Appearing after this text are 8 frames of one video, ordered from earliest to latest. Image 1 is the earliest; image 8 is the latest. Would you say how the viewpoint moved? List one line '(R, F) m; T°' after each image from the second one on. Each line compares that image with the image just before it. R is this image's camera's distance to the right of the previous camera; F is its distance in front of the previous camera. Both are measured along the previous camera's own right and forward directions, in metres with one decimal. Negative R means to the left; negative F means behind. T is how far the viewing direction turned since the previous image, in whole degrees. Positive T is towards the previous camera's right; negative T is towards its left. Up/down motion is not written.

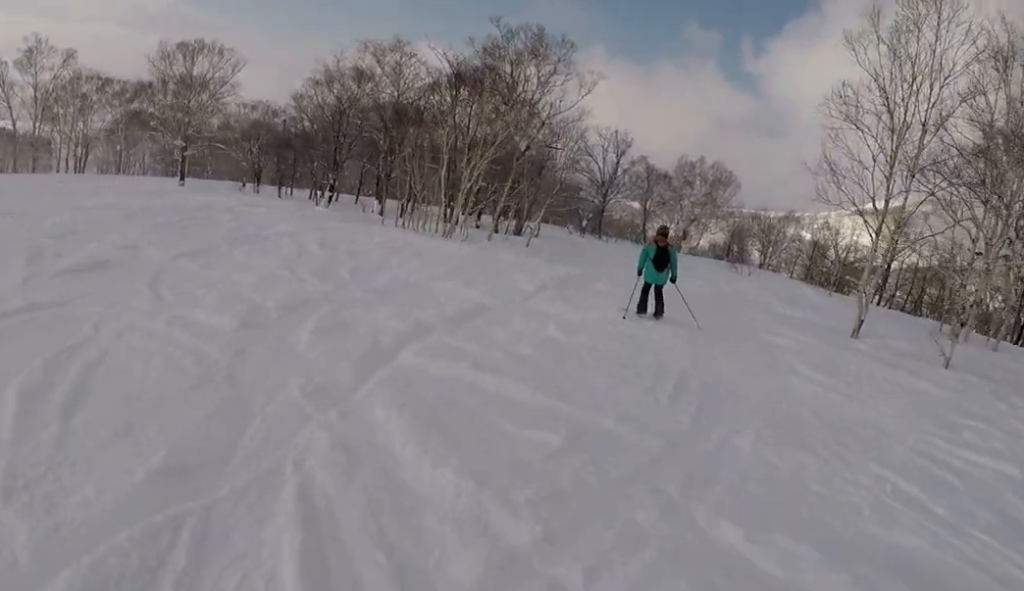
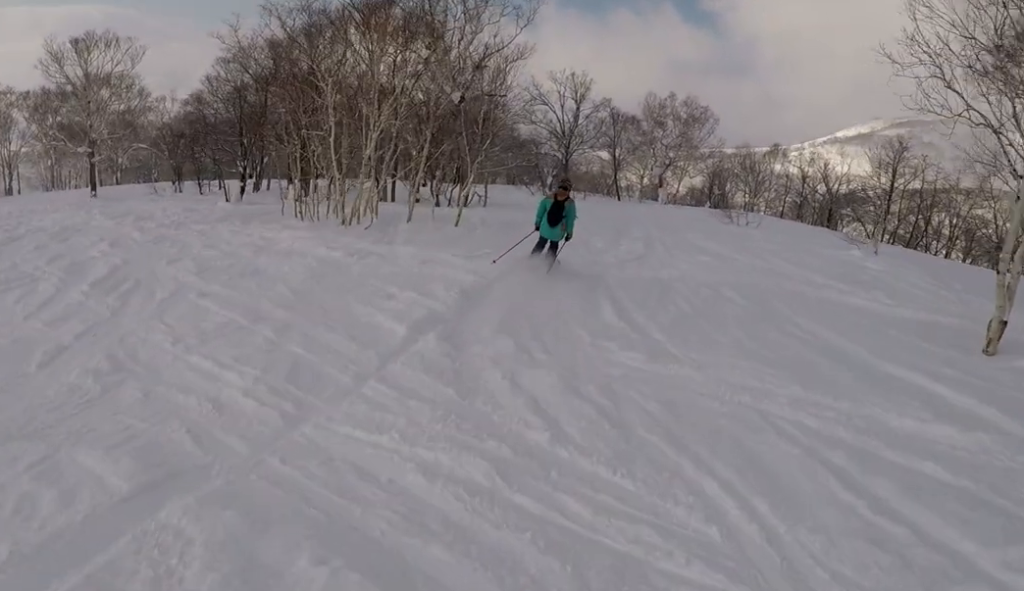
(+0.3, +6.6) m; +3°
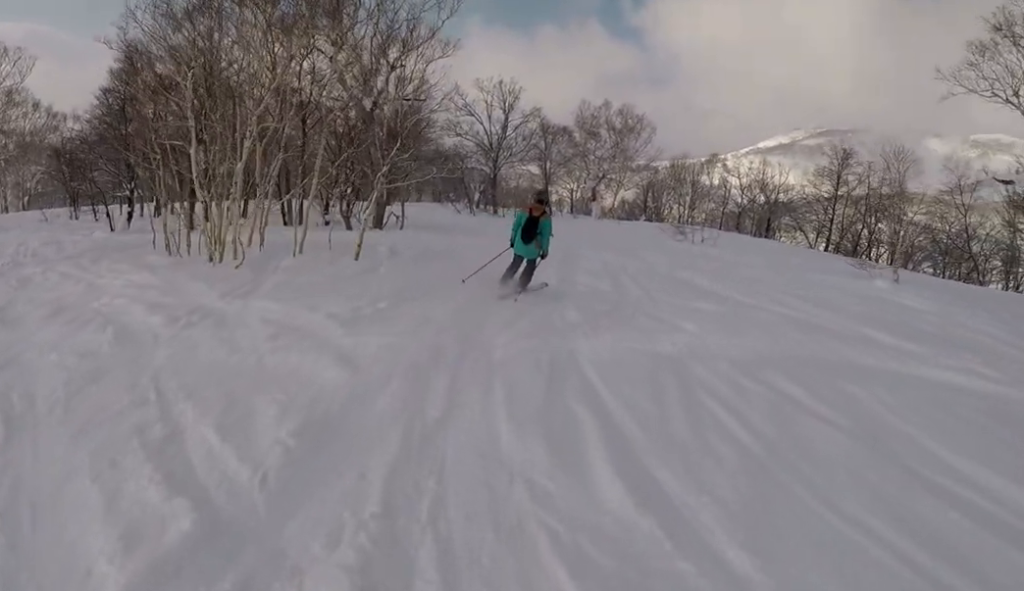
(0.0, +4.1) m; 0°
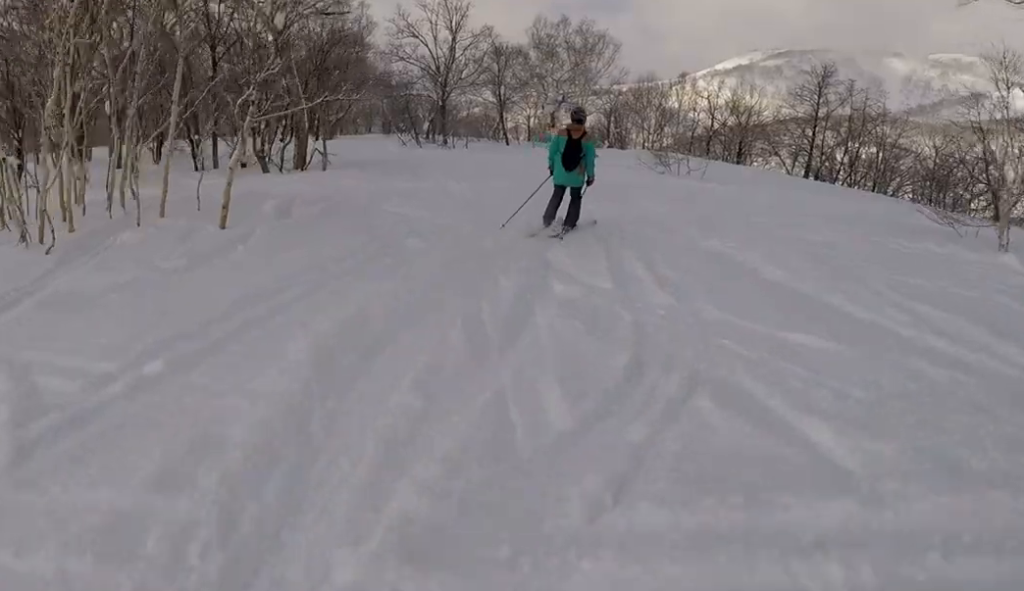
(0.0, +4.4) m; 0°
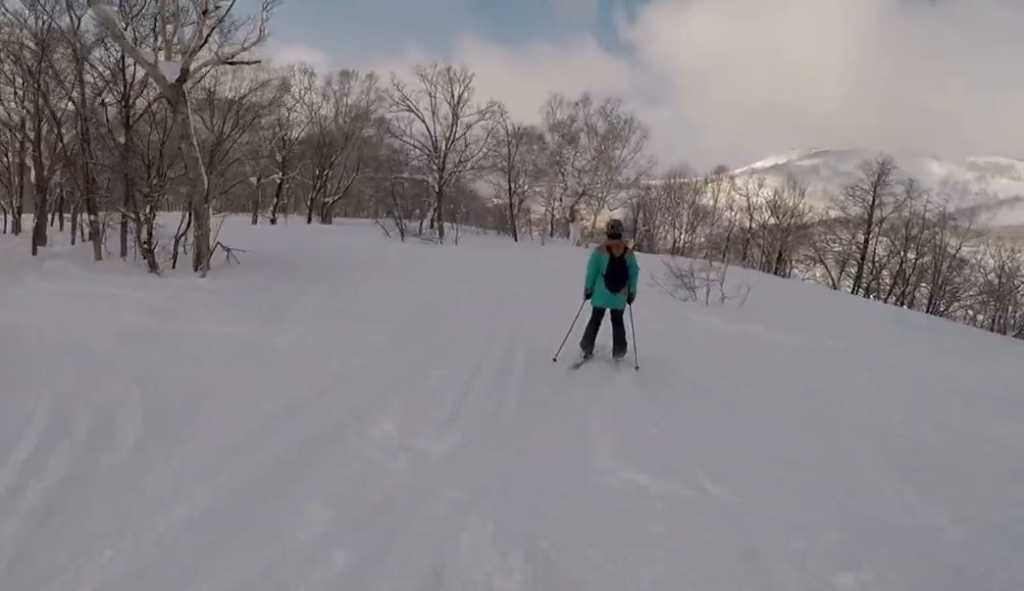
(-0.1, +7.3) m; -8°
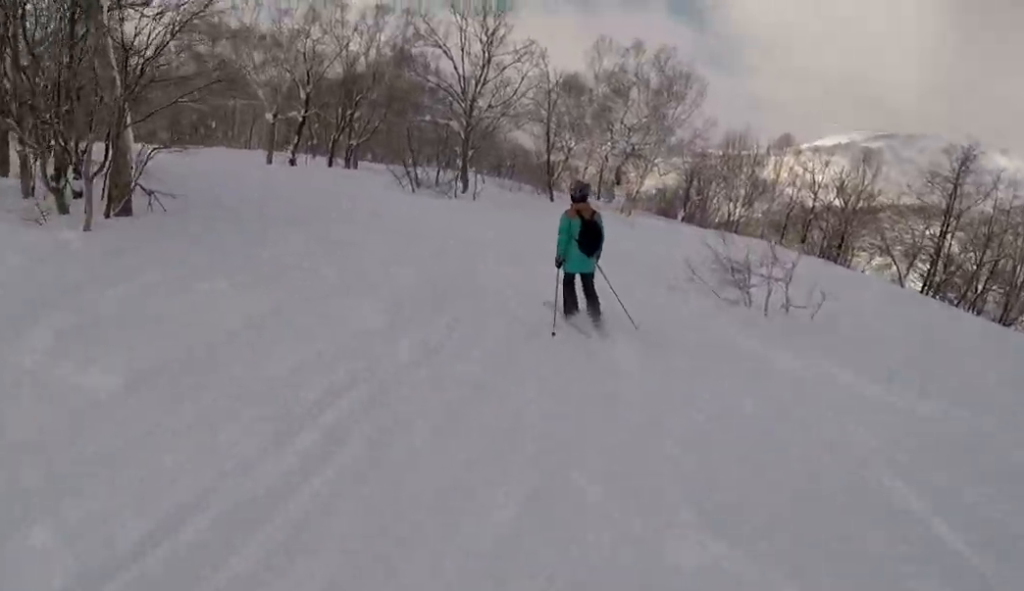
(-0.2, +4.8) m; -17°
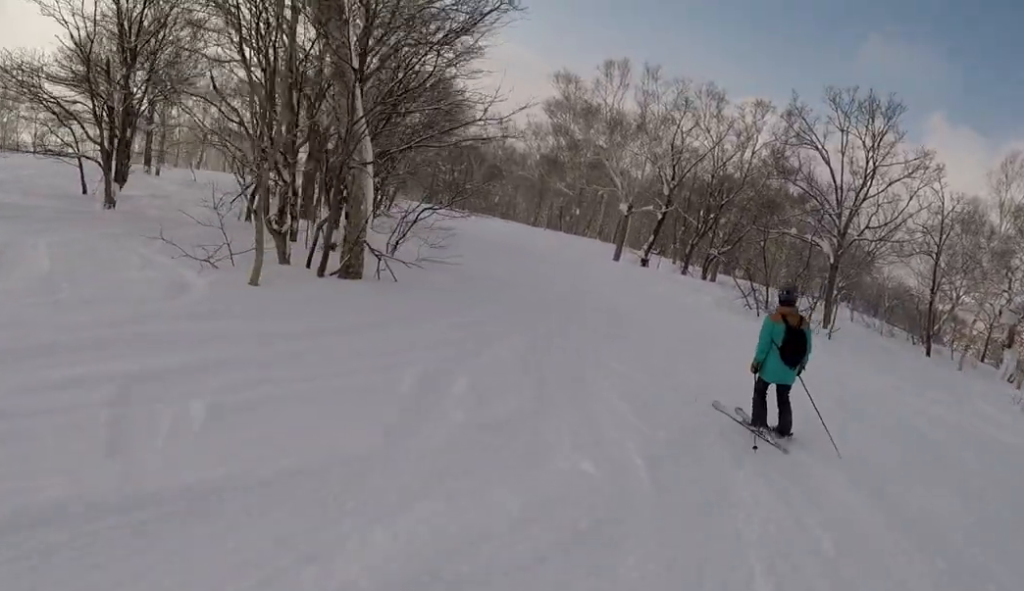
(-1.1, +4.6) m; -19°
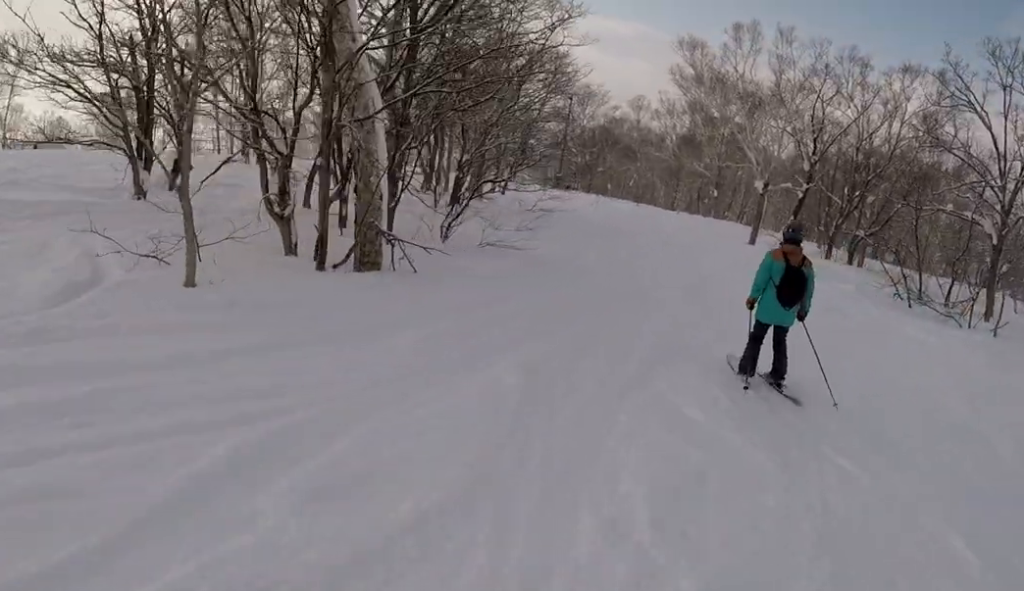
(-0.5, +3.7) m; +2°
